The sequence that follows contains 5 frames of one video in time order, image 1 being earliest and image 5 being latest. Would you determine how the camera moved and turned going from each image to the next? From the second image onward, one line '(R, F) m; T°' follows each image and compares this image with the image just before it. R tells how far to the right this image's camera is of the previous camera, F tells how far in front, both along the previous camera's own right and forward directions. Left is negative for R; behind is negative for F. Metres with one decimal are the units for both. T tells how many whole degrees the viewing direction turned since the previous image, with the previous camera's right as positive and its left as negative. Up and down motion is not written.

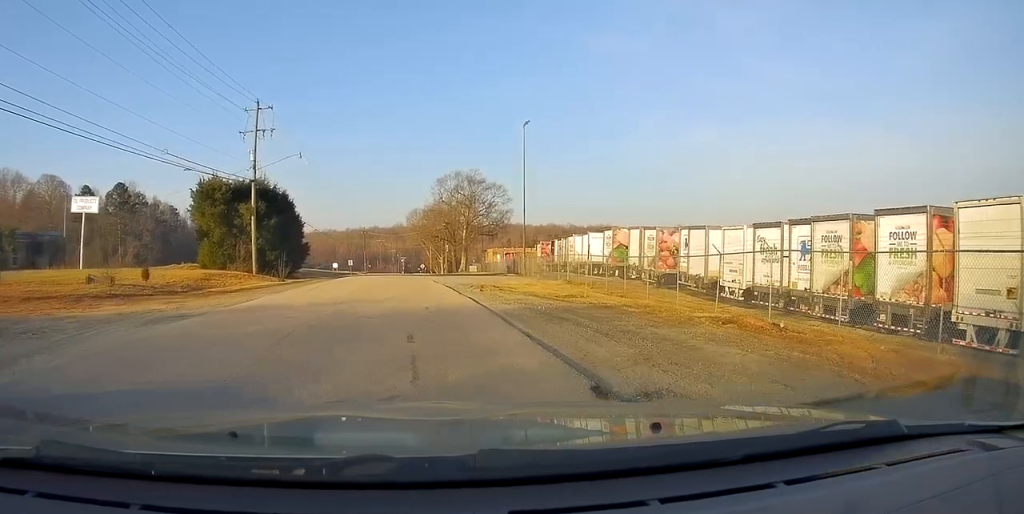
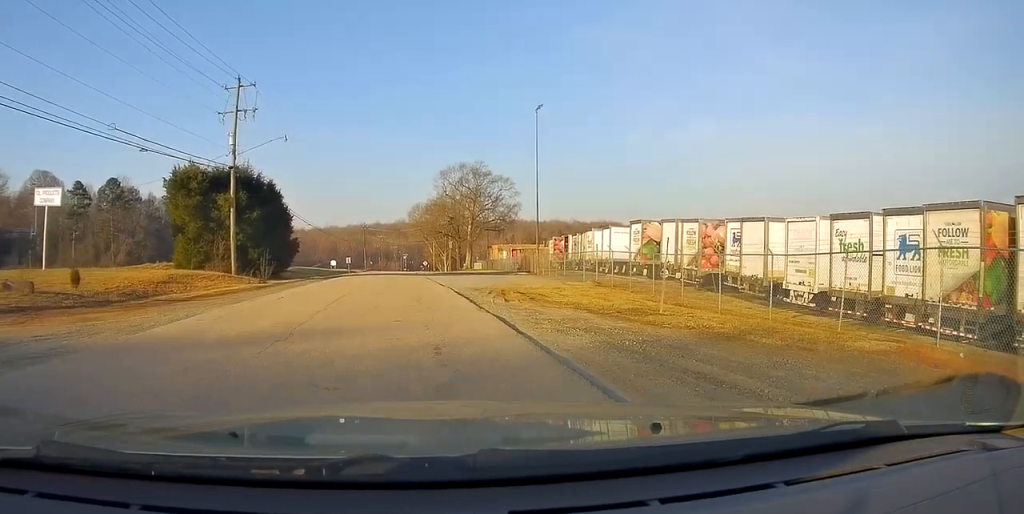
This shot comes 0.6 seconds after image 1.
(+0.3, +5.3) m; +3°
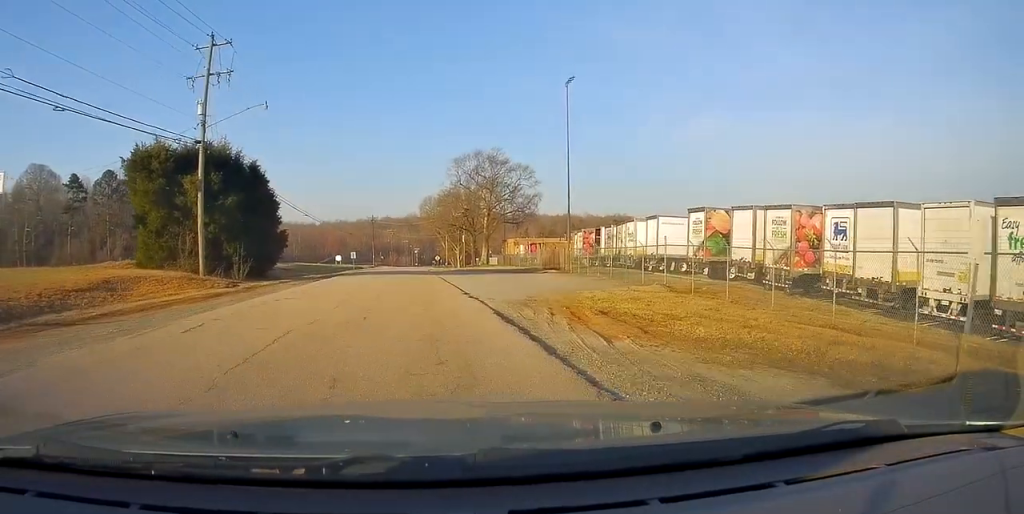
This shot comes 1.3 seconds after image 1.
(+0.1, +8.0) m; -1°
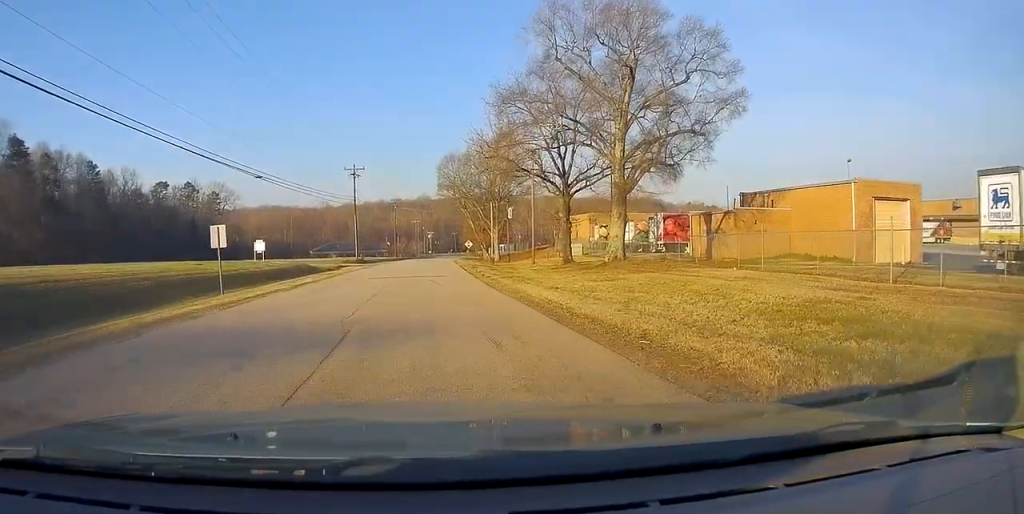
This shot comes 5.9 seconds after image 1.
(-2.0, +58.9) m; -1°
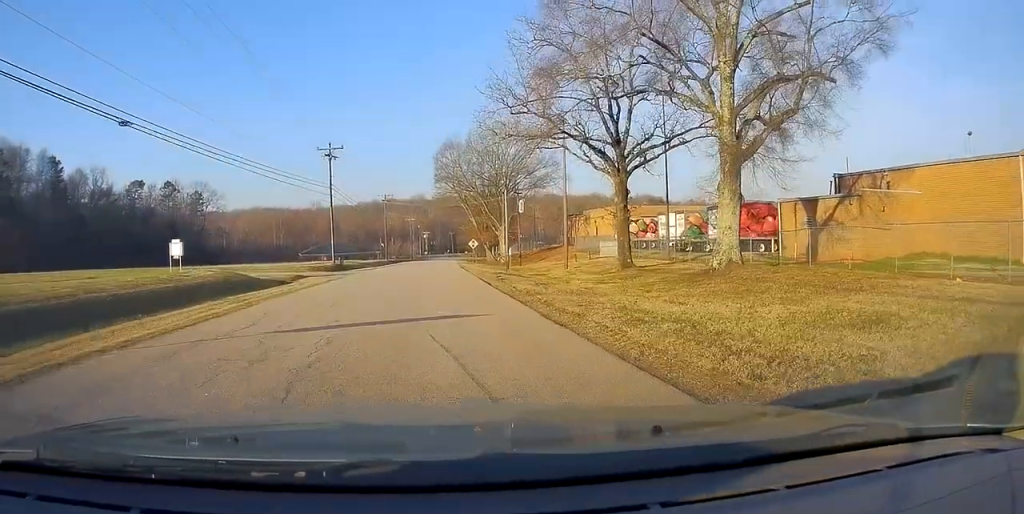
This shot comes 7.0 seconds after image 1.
(-0.1, +15.5) m; 0°
